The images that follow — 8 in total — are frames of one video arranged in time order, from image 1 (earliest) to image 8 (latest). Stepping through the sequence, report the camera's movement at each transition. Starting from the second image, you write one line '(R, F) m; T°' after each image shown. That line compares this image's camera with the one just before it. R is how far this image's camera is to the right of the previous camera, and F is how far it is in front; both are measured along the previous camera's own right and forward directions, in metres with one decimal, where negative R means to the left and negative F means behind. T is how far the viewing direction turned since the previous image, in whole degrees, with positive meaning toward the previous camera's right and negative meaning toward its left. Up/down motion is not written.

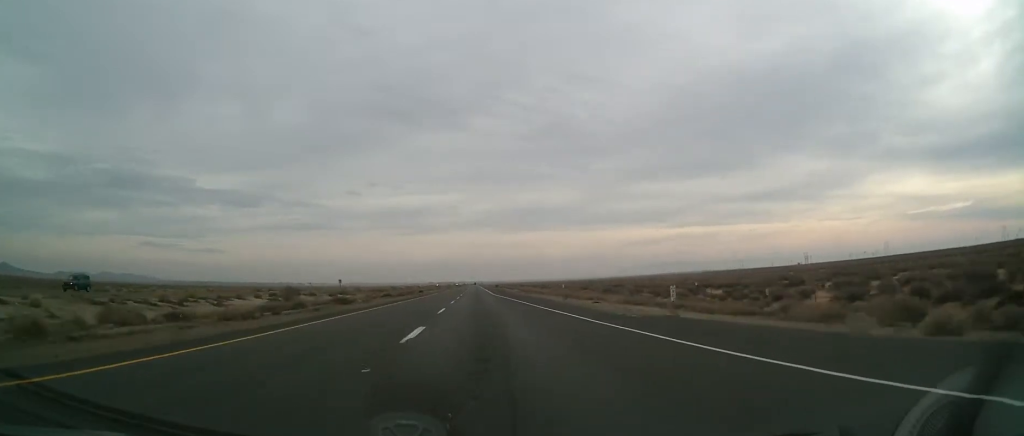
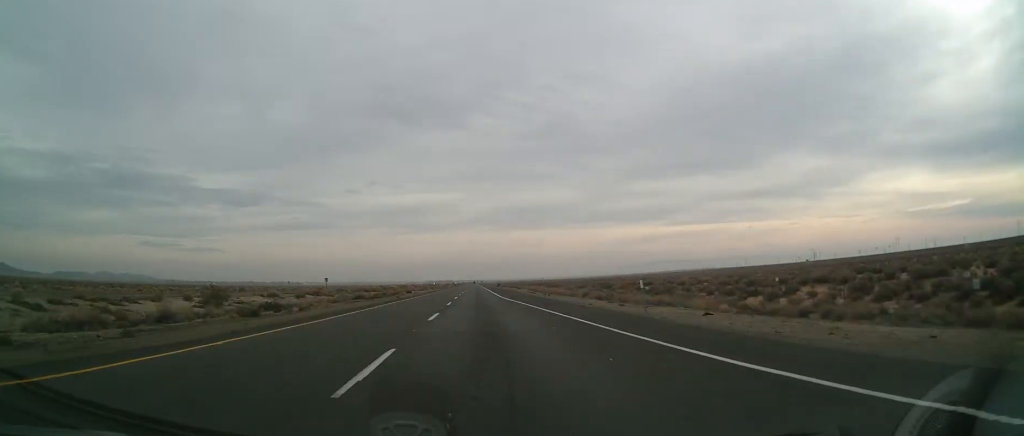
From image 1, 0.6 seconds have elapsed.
(0.0, +21.5) m; 0°
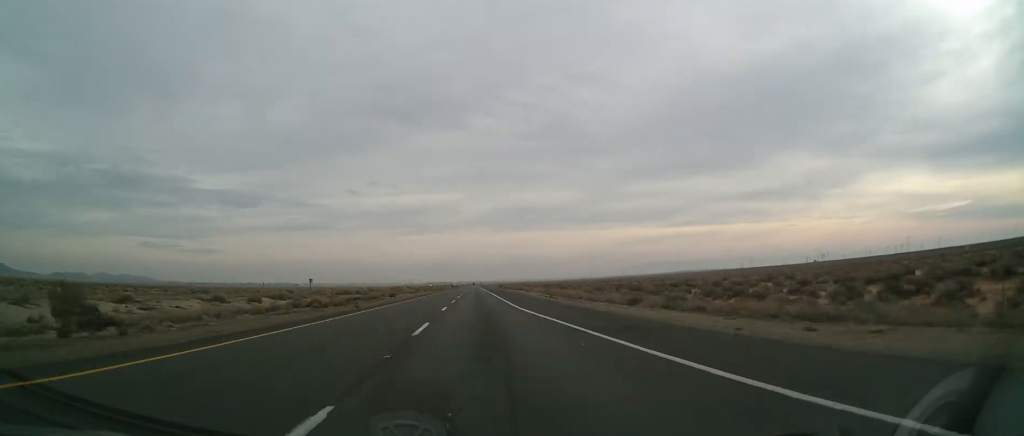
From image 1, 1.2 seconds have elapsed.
(+0.2, +20.3) m; 0°
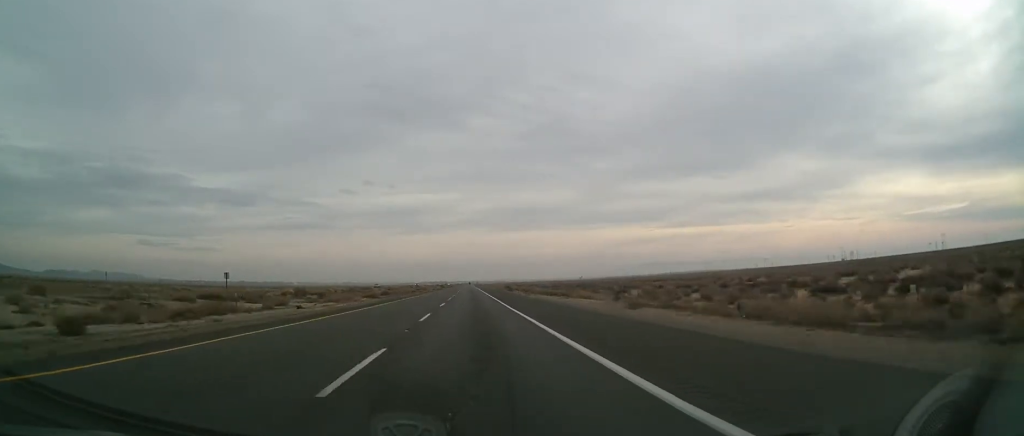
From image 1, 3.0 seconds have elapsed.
(+0.1, +67.2) m; 0°
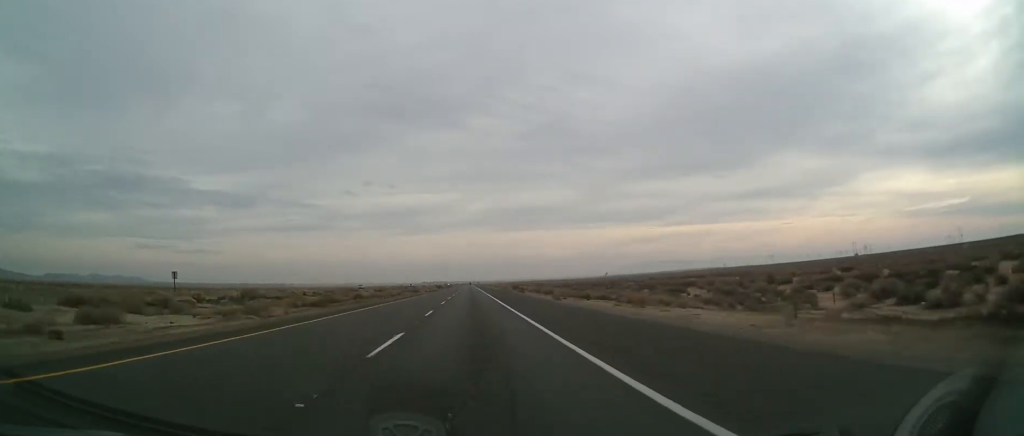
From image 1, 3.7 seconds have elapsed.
(0.0, +25.3) m; 0°
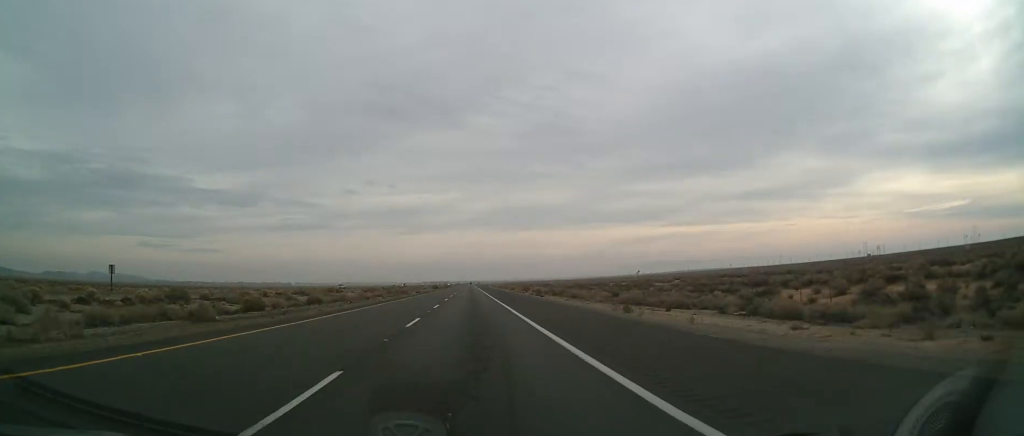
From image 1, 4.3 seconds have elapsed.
(0.0, +21.7) m; 0°
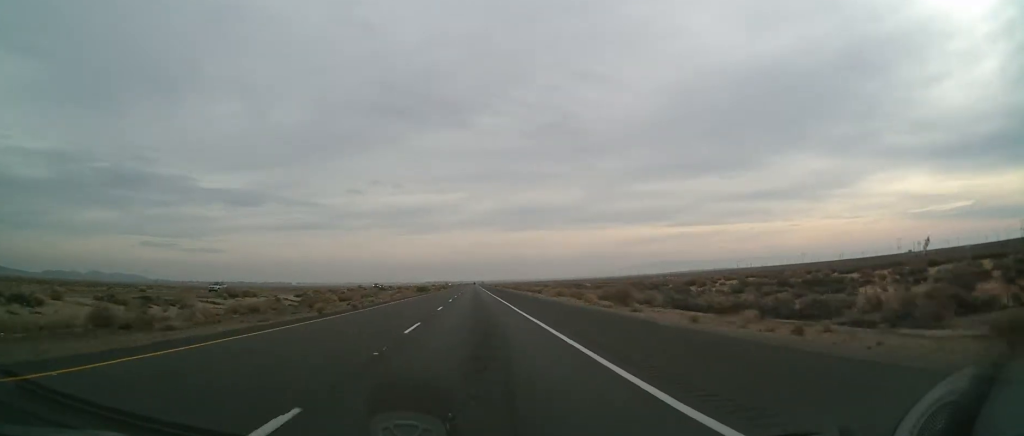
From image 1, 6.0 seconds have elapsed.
(-0.7, +61.3) m; -1°
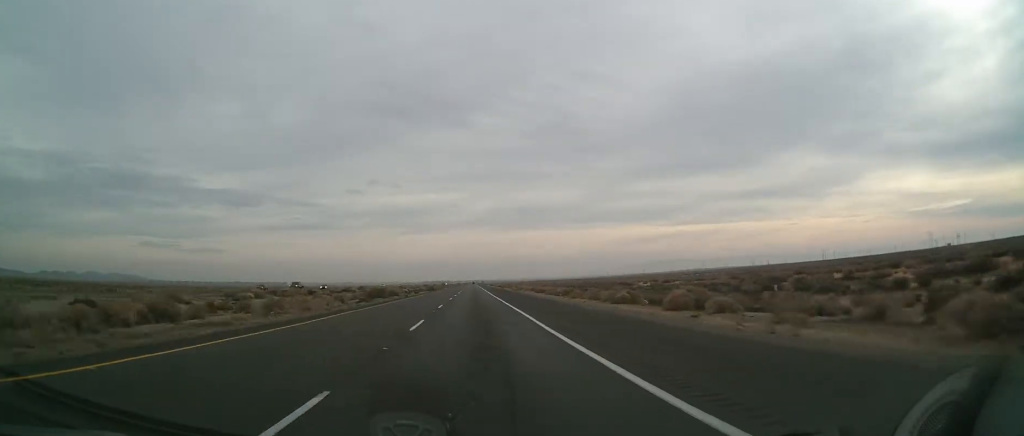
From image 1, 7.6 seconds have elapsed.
(+0.2, +57.5) m; 0°
